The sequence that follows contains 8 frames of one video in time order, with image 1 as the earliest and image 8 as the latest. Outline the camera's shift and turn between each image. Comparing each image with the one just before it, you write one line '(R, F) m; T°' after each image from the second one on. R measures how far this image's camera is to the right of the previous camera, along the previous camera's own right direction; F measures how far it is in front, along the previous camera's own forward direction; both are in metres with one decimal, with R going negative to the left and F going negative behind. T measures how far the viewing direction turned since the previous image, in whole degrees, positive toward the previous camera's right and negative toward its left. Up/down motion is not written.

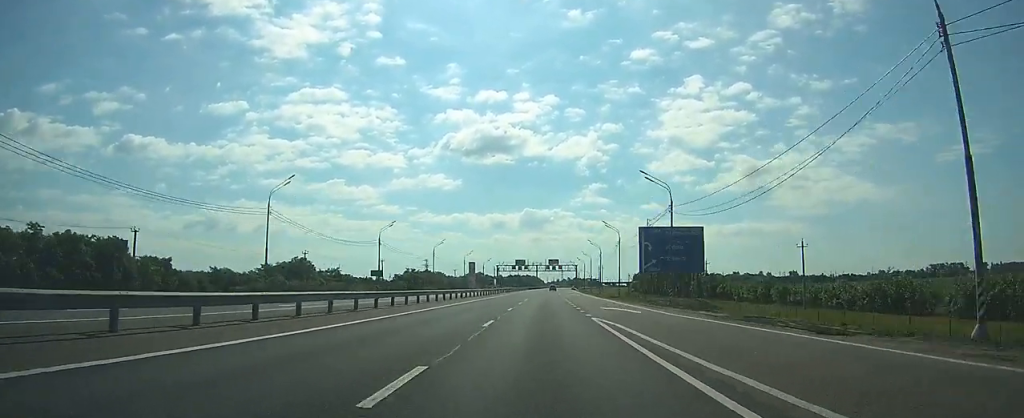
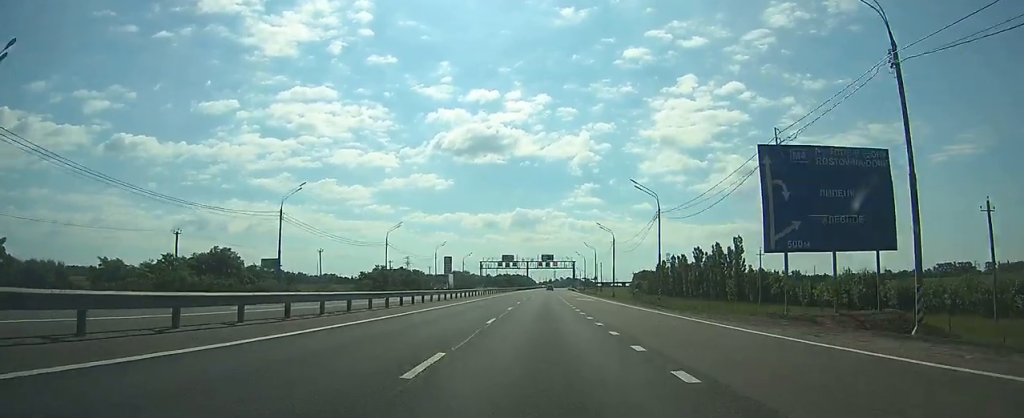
(+0.2, +33.5) m; +1°
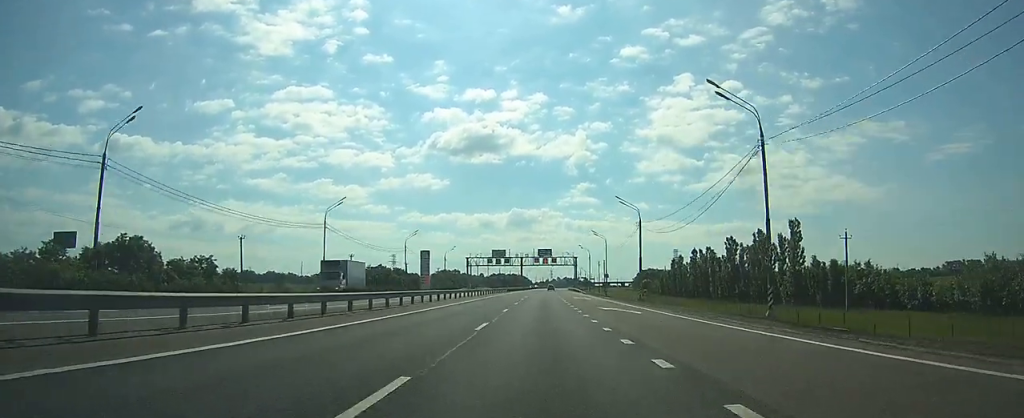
(+0.1, +26.3) m; +1°
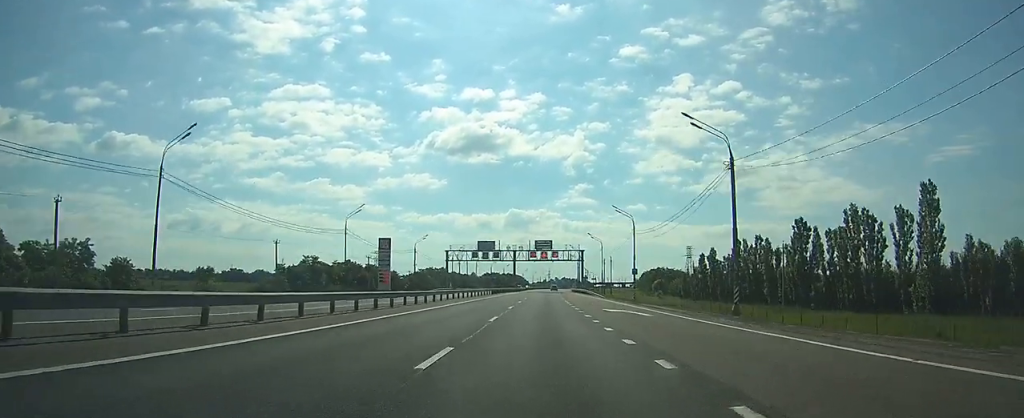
(+0.2, +31.7) m; +1°
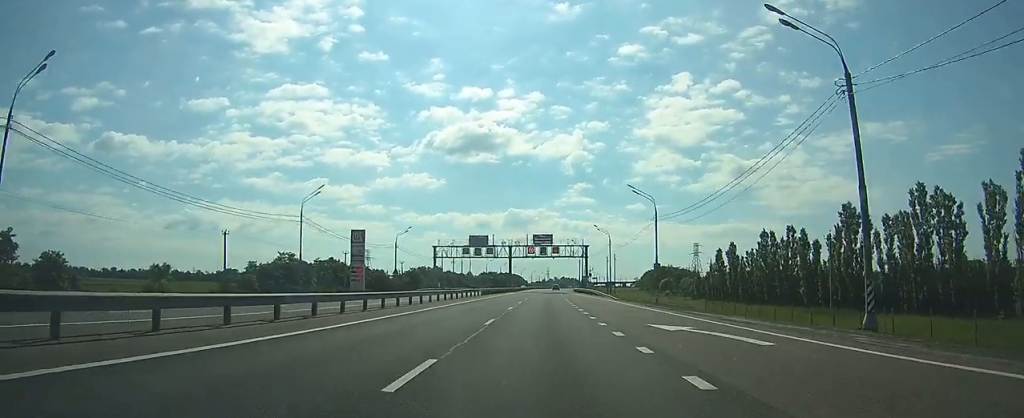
(0.0, +13.8) m; 0°
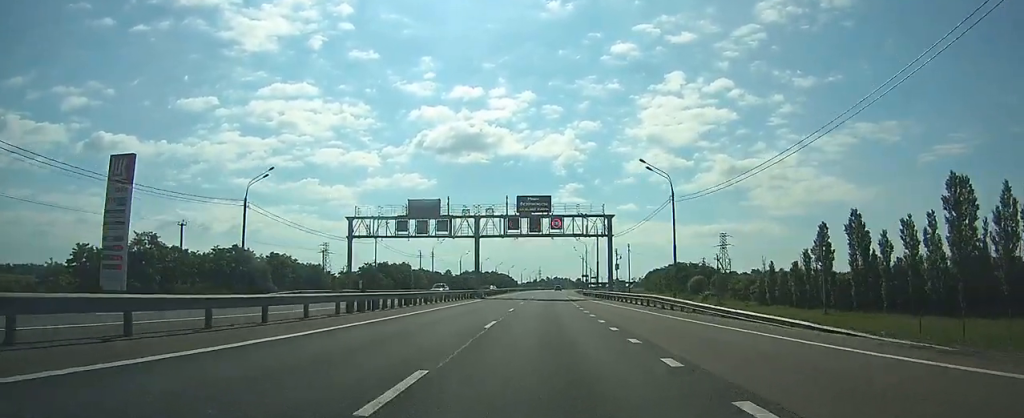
(+0.4, +48.7) m; +1°
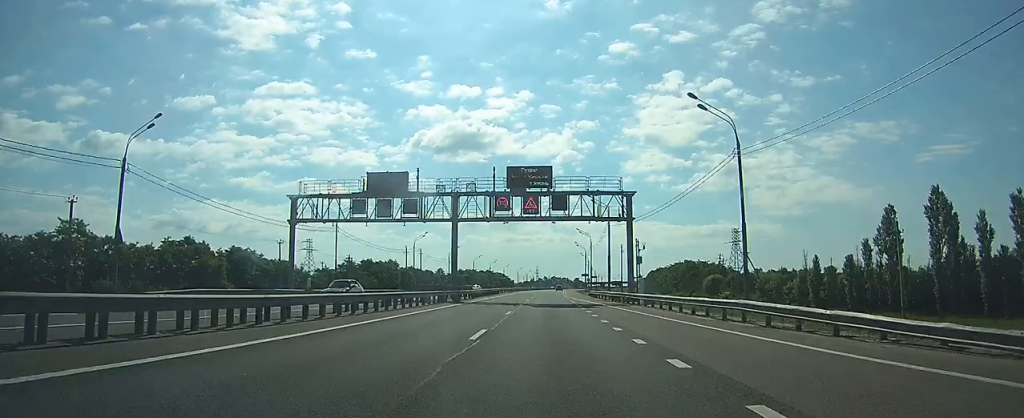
(+0.1, +15.9) m; 0°
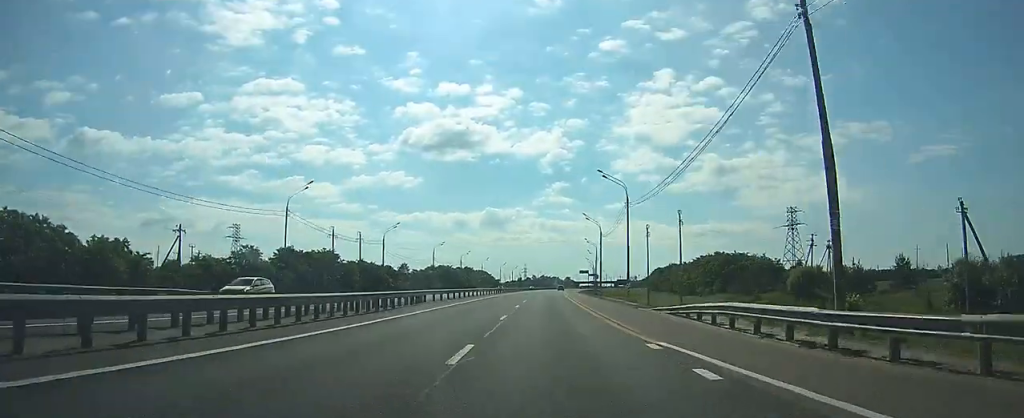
(+0.4, +51.7) m; +1°
